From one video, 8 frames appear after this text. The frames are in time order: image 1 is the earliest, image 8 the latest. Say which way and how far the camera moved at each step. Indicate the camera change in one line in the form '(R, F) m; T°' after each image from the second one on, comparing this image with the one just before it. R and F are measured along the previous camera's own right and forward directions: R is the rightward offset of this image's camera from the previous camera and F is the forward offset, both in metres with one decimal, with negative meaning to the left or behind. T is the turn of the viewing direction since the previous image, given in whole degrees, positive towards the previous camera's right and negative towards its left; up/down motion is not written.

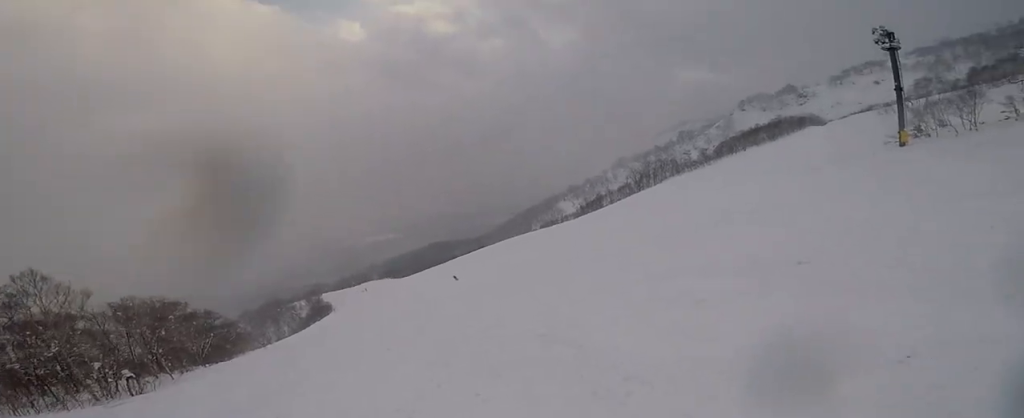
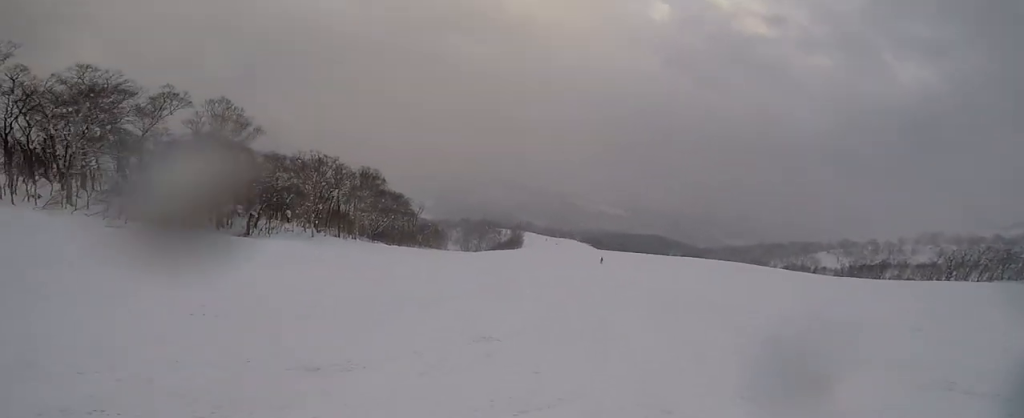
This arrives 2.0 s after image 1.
(-0.2, +13.8) m; -5°
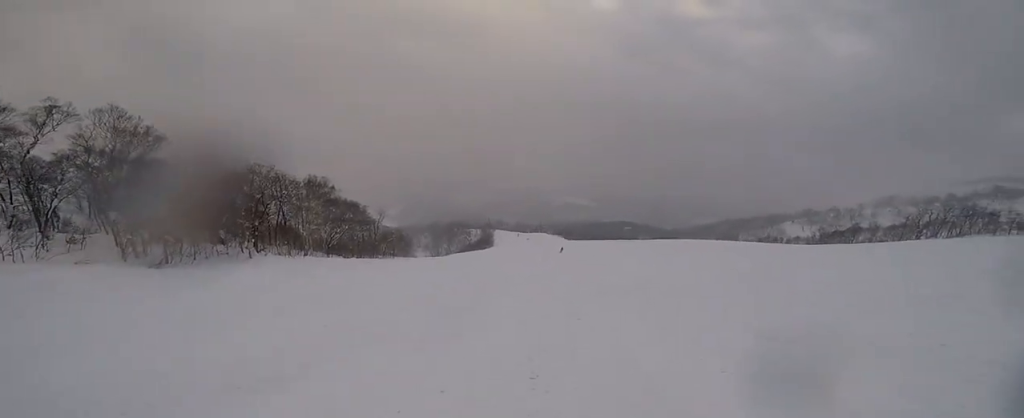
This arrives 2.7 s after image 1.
(+0.2, +5.2) m; 0°
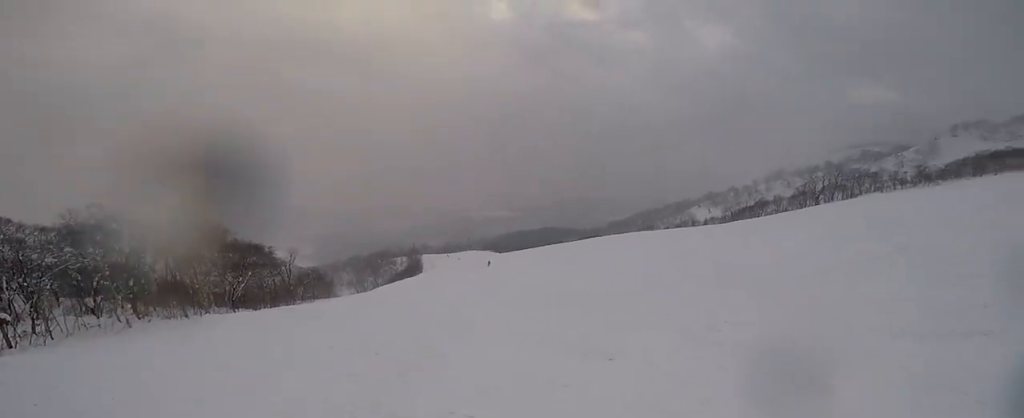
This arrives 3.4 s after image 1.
(-0.2, +4.6) m; +3°
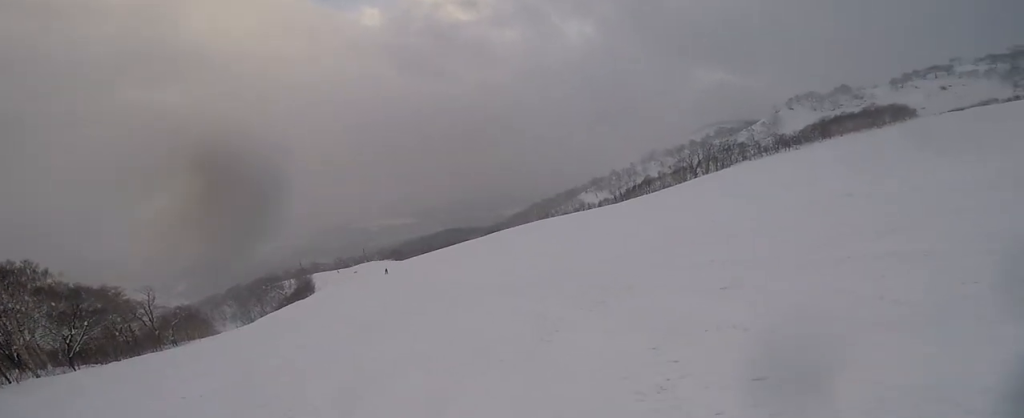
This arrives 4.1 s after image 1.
(+0.1, +5.5) m; +2°
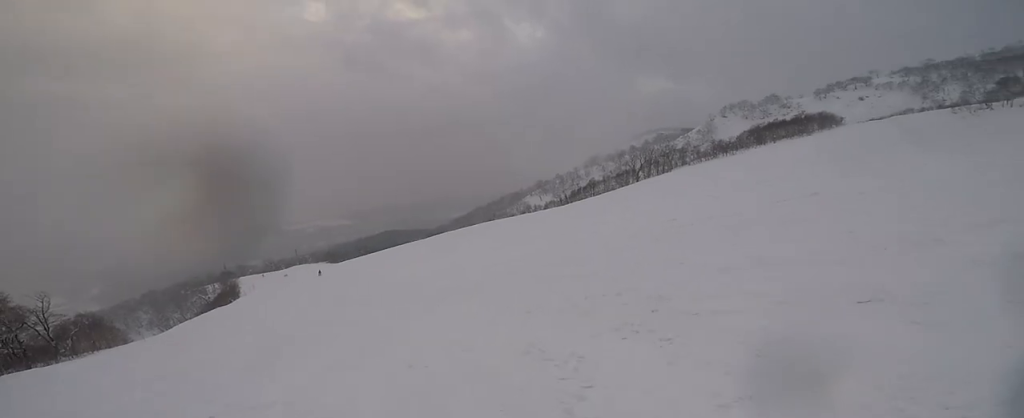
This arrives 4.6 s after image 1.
(+0.4, +3.0) m; -1°
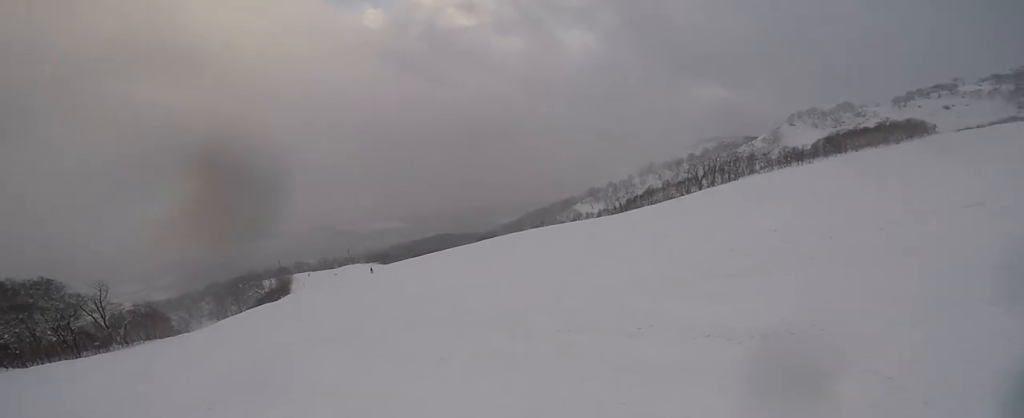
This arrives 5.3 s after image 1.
(-0.4, +5.9) m; -7°
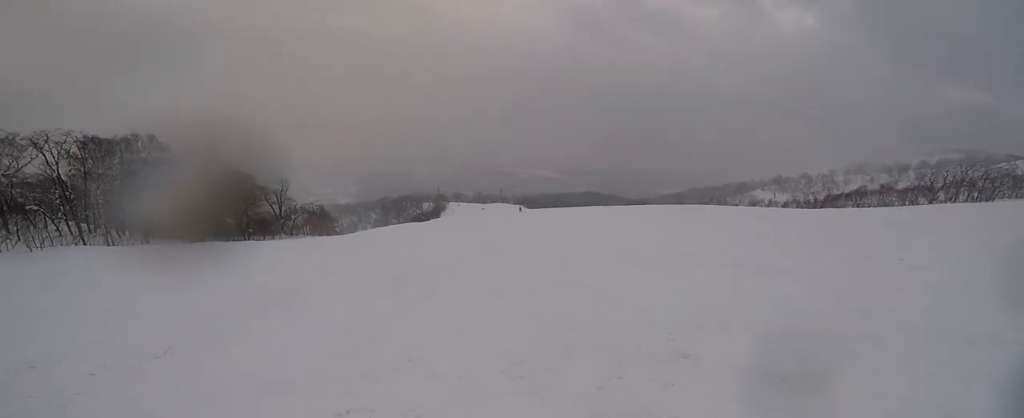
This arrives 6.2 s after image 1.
(-0.6, +7.0) m; -5°
